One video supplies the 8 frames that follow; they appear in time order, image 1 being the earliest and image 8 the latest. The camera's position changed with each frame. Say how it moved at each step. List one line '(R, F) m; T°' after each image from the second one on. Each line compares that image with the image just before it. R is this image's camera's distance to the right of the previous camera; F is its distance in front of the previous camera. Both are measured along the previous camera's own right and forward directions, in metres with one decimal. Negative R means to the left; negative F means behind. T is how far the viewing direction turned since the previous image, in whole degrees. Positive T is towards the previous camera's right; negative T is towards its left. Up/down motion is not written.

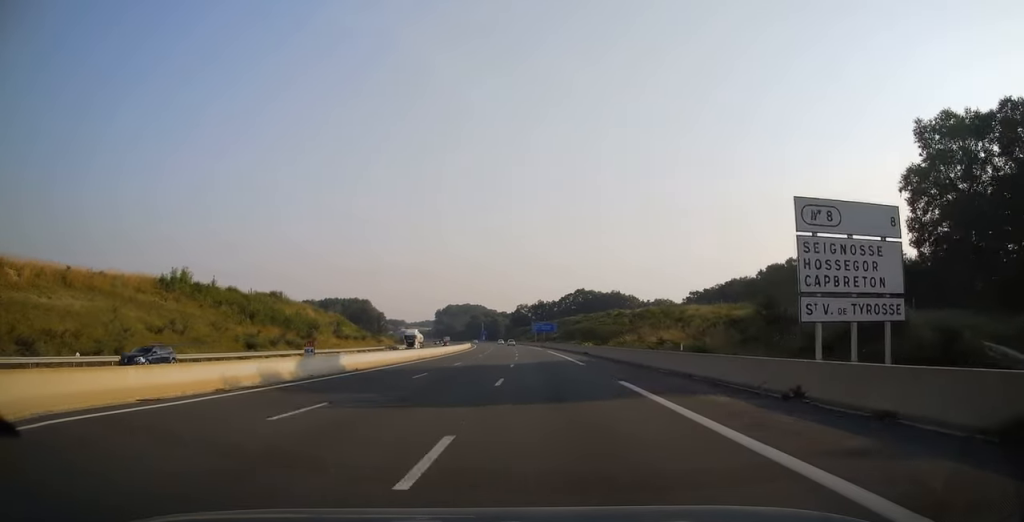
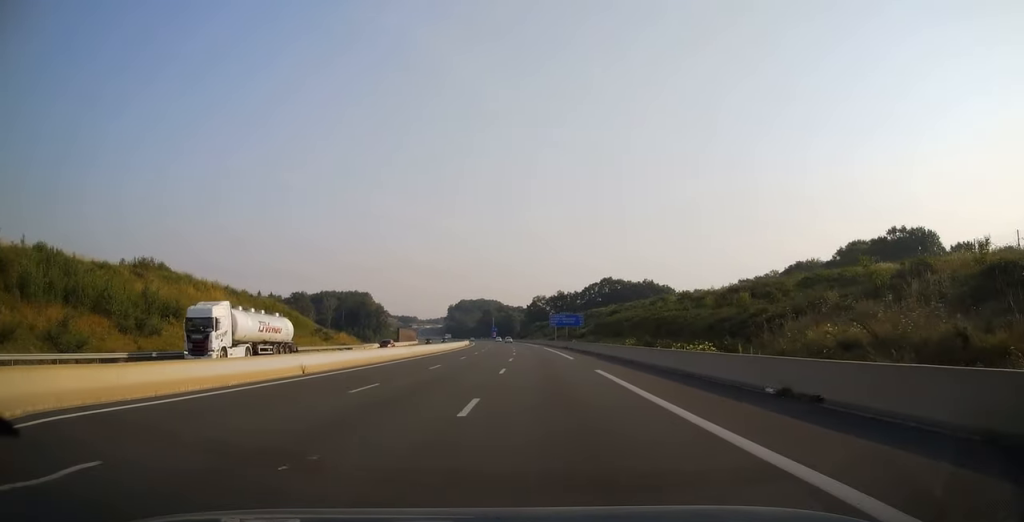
(-0.9, +46.3) m; -2°
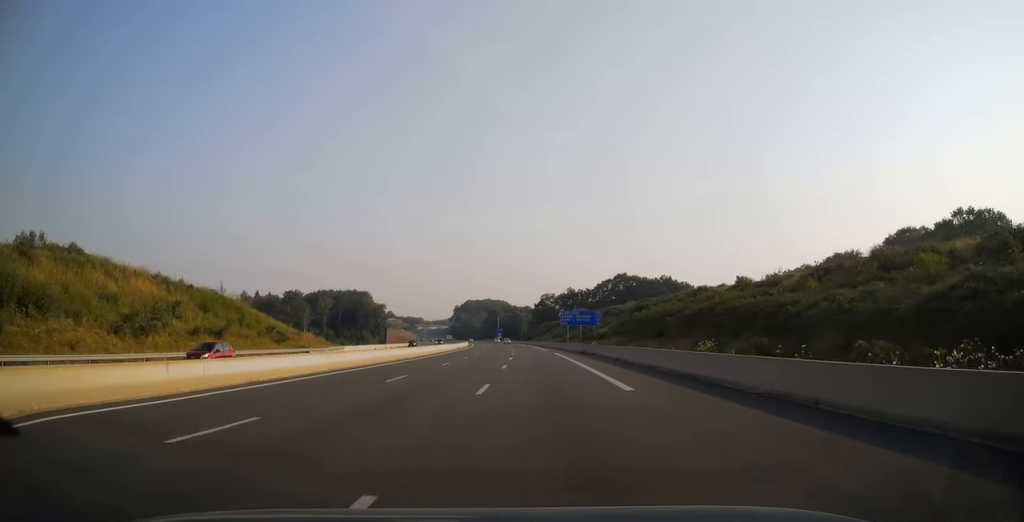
(-0.2, +21.0) m; -1°
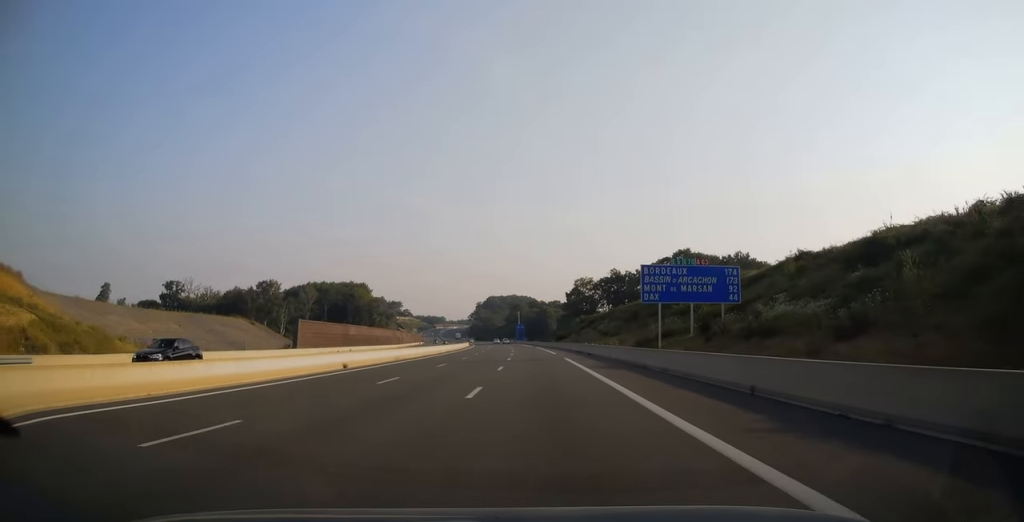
(-1.5, +64.7) m; -3°
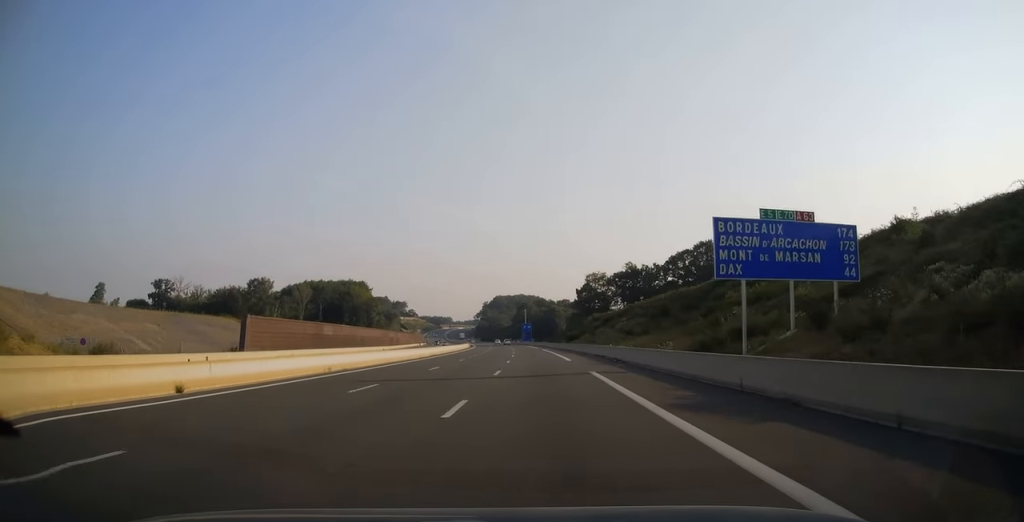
(-0.1, +16.2) m; -1°
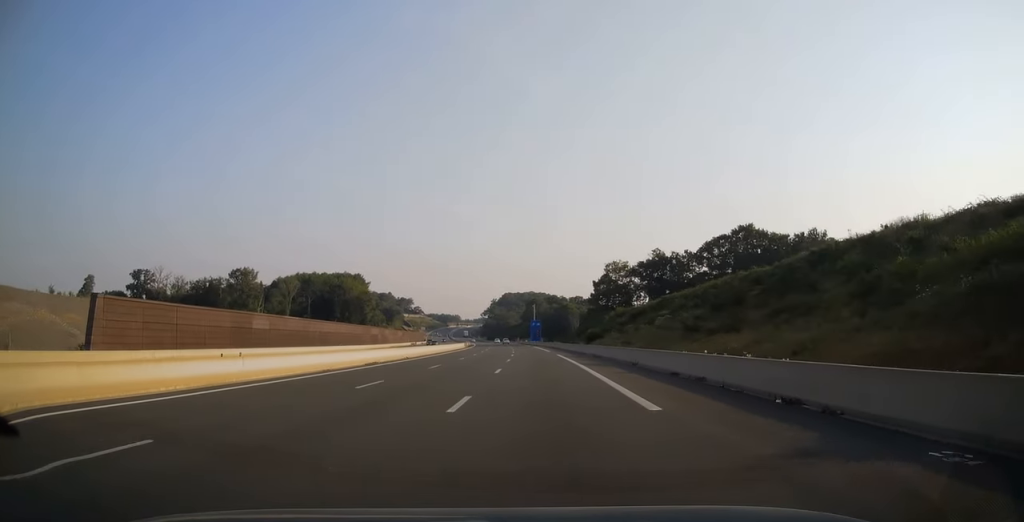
(-0.2, +25.0) m; -1°
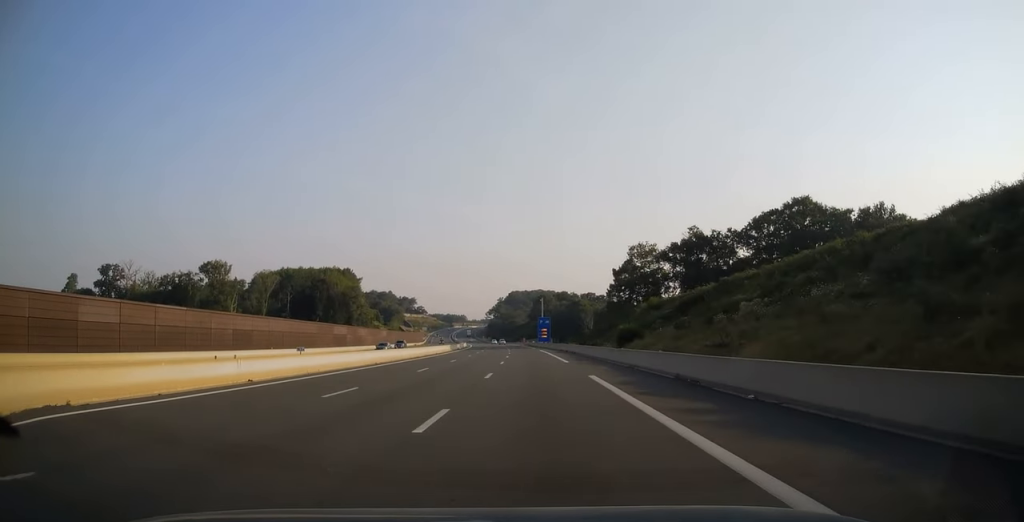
(-0.3, +27.9) m; -1°
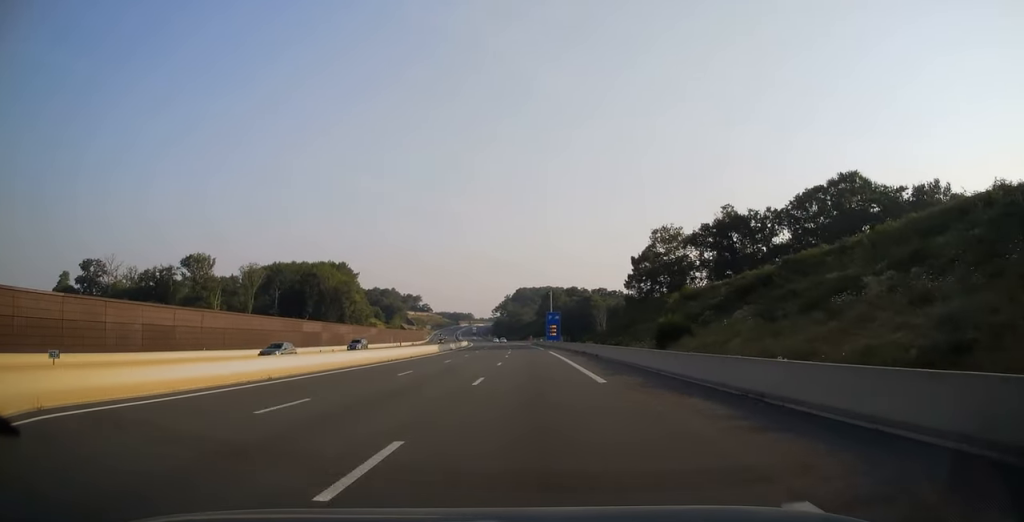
(-0.1, +16.7) m; -1°
